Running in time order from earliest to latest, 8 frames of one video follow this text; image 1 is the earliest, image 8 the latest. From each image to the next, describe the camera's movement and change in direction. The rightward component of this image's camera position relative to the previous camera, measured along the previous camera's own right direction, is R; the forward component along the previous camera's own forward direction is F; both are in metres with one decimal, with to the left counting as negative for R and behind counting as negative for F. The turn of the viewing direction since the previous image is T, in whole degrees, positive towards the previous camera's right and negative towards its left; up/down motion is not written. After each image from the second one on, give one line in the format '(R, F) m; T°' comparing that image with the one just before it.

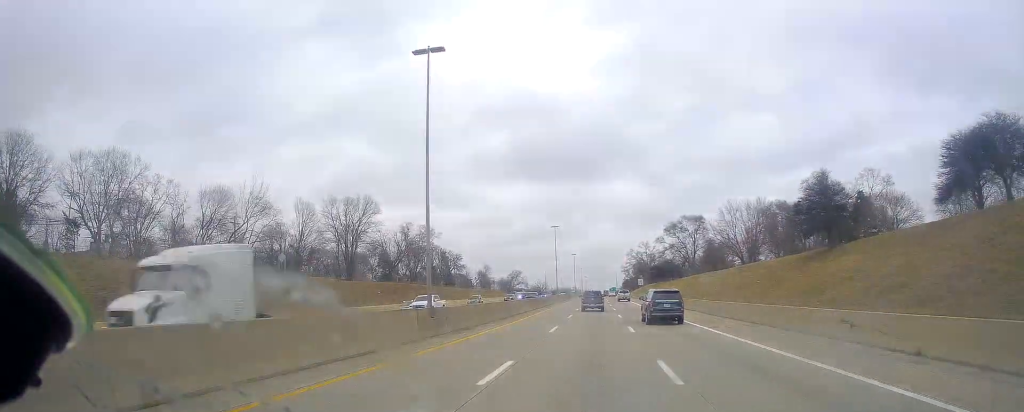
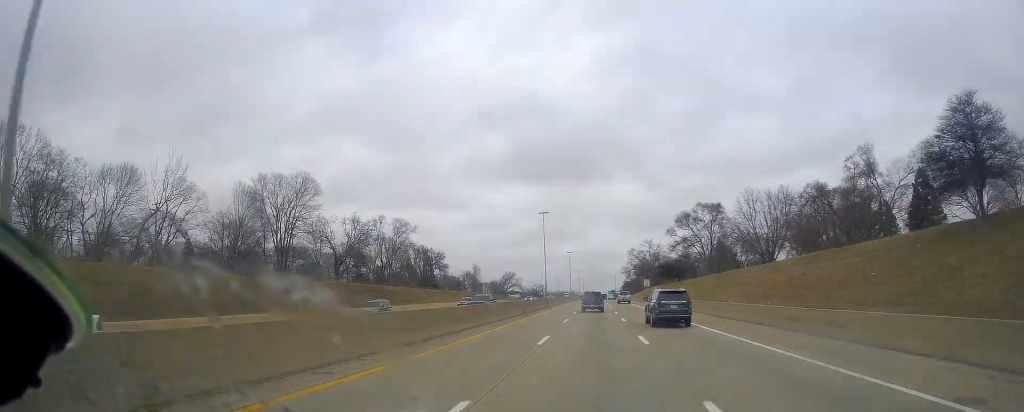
(0.0, +21.3) m; +2°
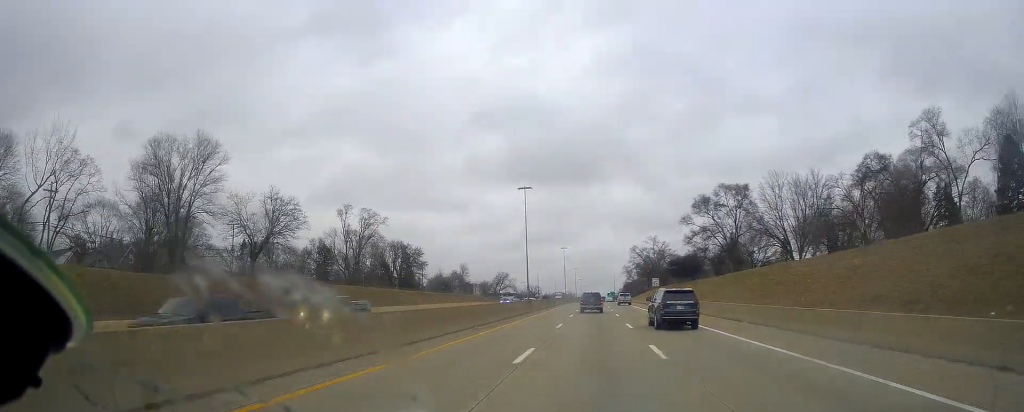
(+0.5, +21.4) m; +1°
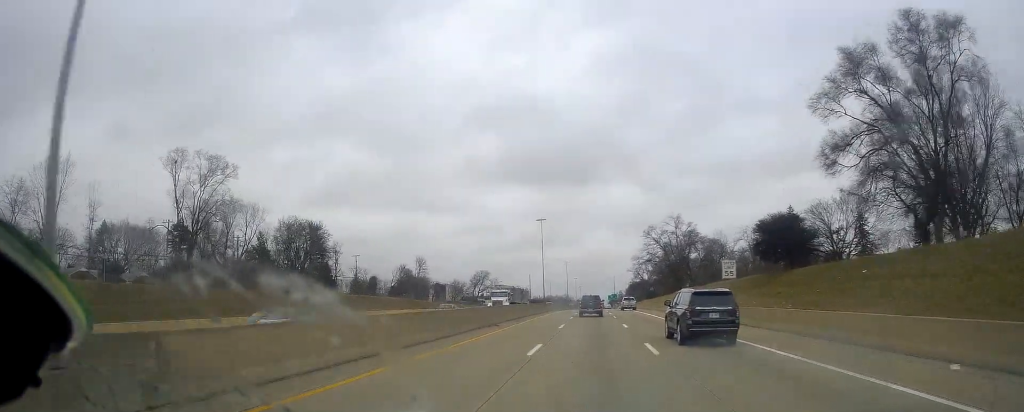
(-0.6, +58.2) m; -1°
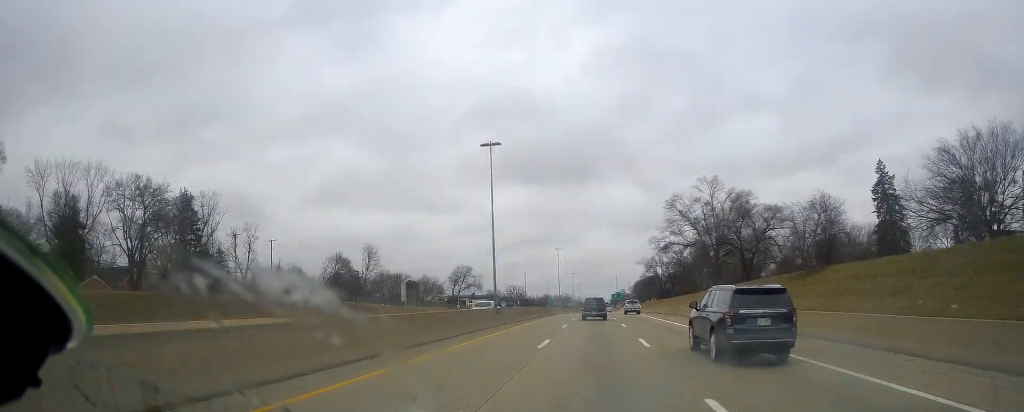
(+0.5, +43.4) m; 0°
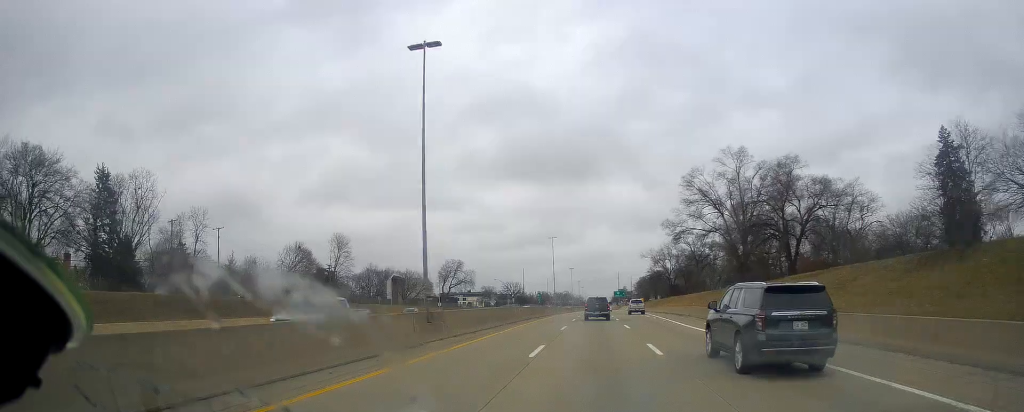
(-0.1, +18.5) m; 0°
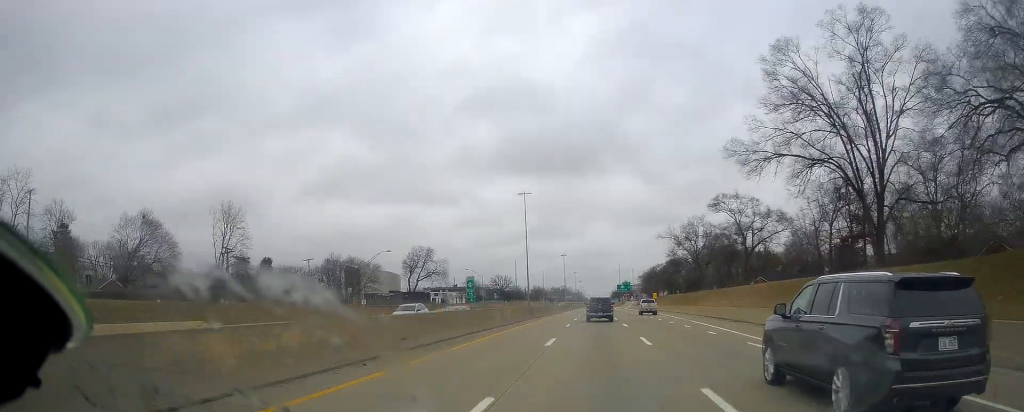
(-0.3, +42.2) m; 0°
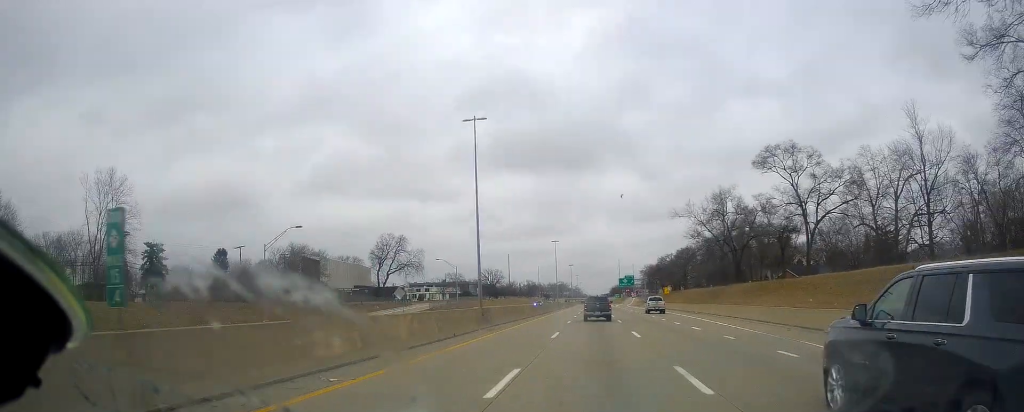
(+0.3, +26.6) m; 0°
